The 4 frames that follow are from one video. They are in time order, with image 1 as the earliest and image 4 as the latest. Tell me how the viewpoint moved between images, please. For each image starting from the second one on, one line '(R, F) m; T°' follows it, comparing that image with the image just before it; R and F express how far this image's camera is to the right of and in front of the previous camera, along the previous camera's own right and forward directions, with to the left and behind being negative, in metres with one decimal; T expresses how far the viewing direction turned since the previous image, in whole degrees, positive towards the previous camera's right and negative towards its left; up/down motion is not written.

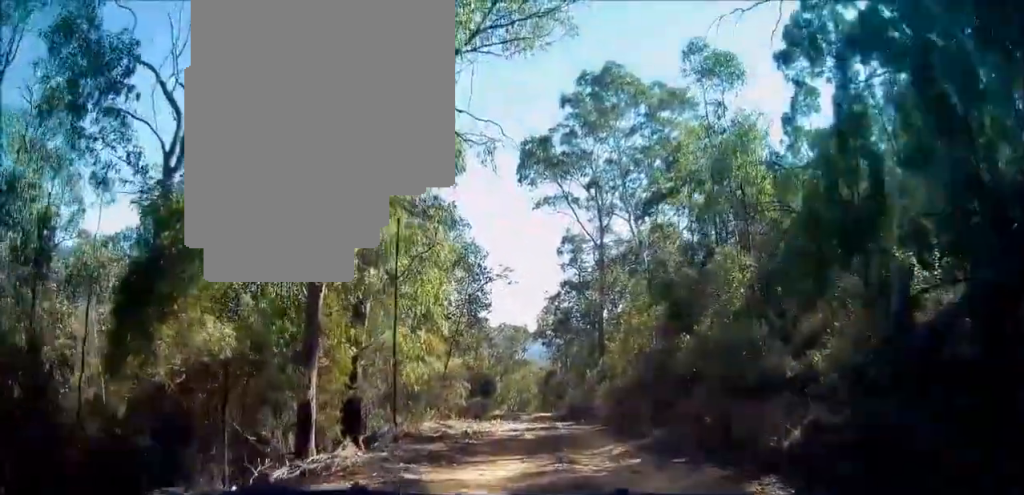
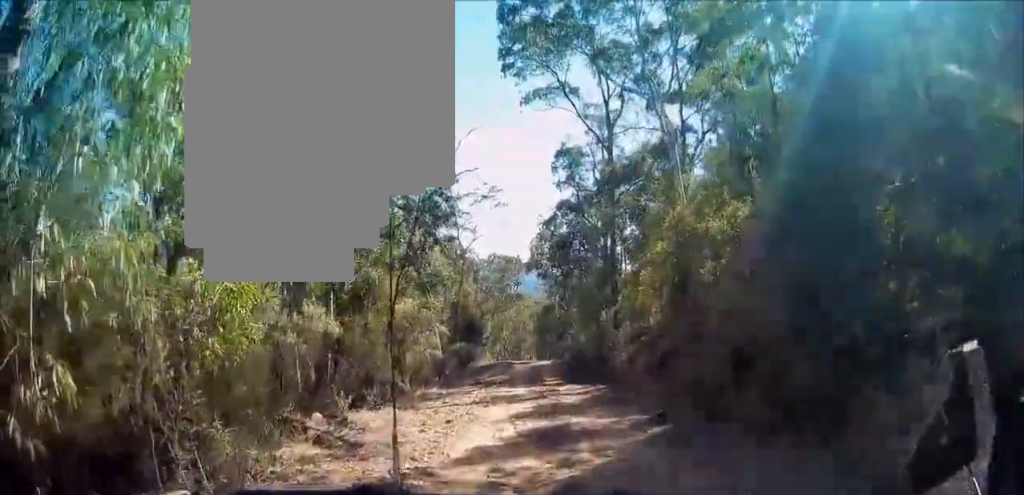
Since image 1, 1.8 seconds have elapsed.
(+0.3, +8.1) m; -2°
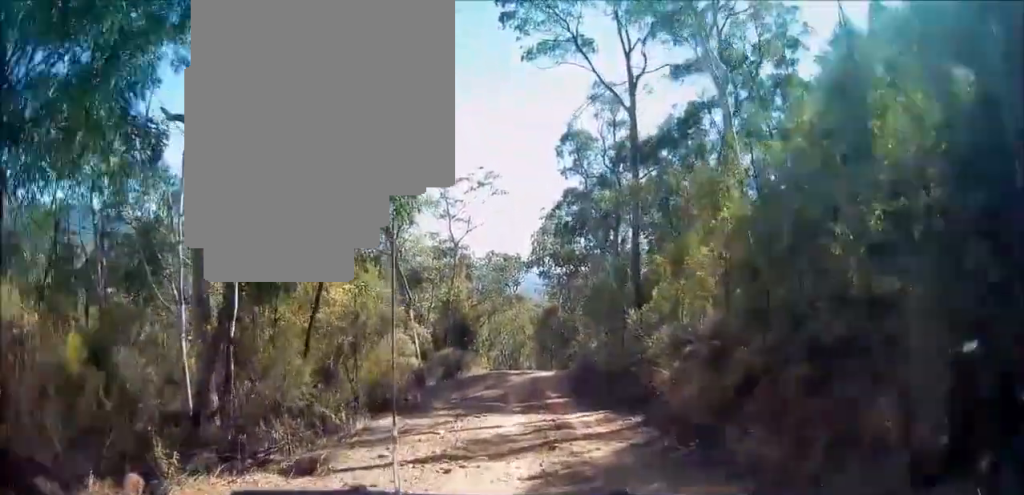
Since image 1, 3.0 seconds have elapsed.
(-0.3, +5.3) m; -1°
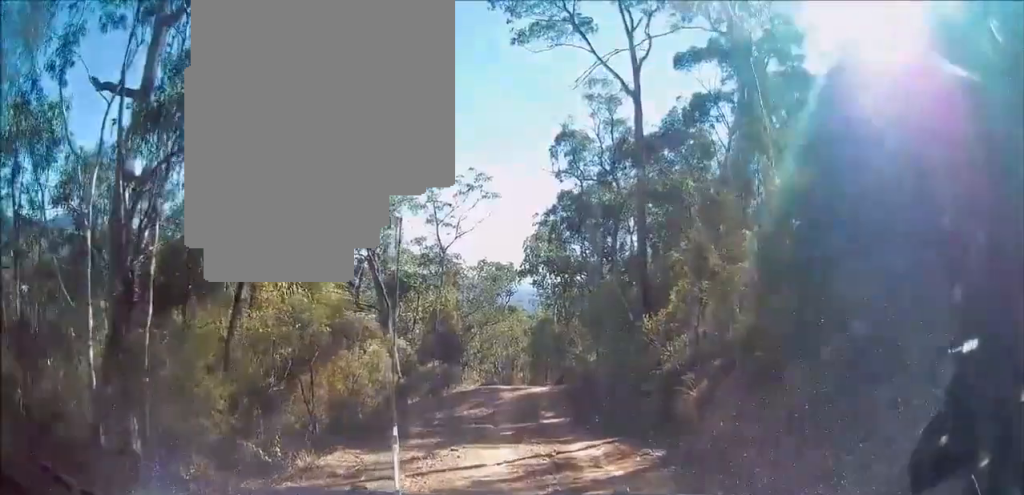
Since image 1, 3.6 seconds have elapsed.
(+0.2, +2.5) m; +1°
